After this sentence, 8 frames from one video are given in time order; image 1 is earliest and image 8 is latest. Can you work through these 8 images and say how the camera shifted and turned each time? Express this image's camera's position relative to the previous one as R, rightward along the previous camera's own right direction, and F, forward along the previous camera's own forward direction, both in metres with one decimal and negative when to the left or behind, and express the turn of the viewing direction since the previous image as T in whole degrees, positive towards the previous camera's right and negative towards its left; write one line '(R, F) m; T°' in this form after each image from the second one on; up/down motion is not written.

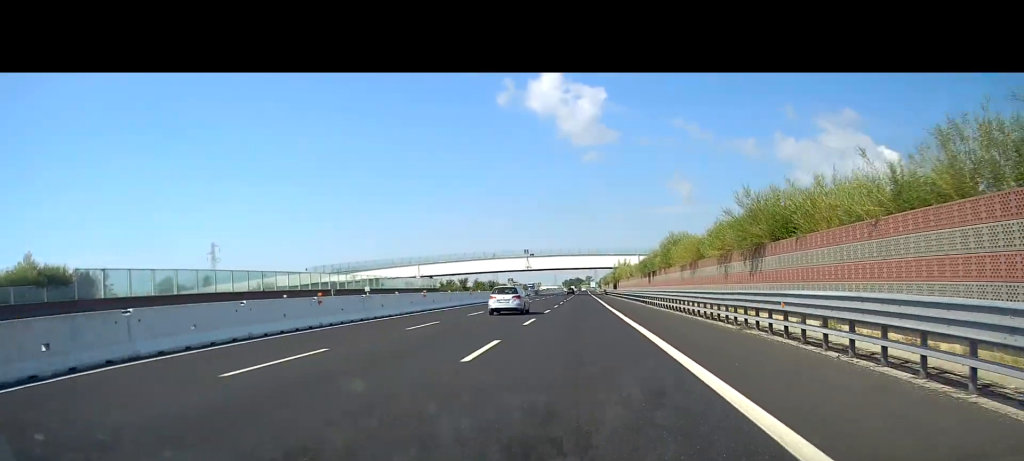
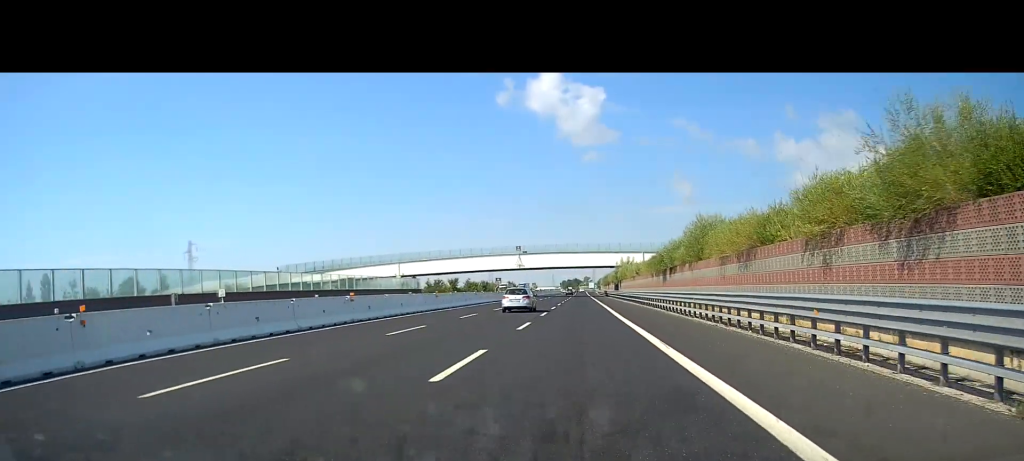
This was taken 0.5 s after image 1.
(+0.1, +14.1) m; 0°
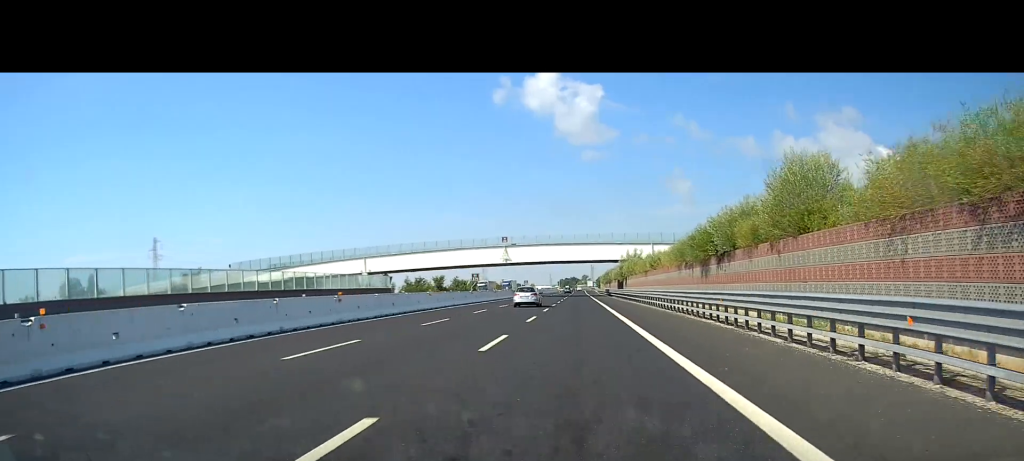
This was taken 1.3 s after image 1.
(0.0, +19.3) m; 0°
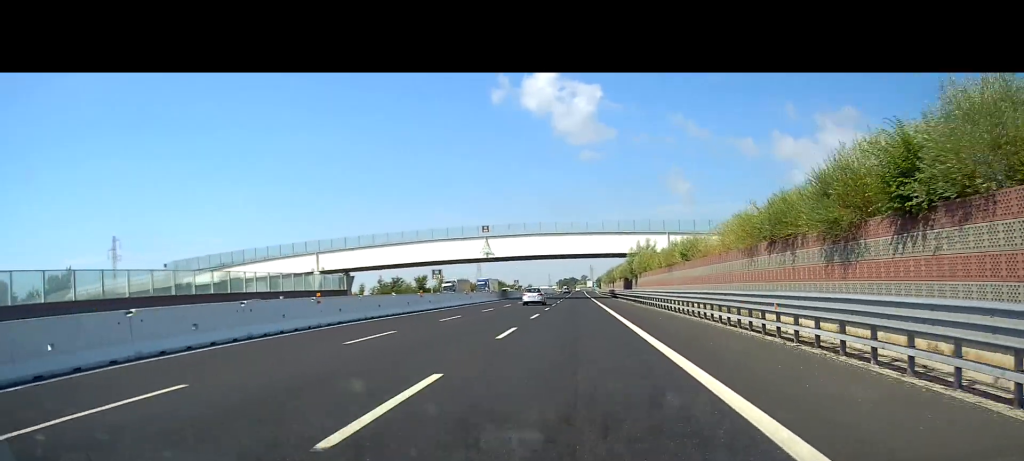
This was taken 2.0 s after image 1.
(+0.1, +20.2) m; 0°
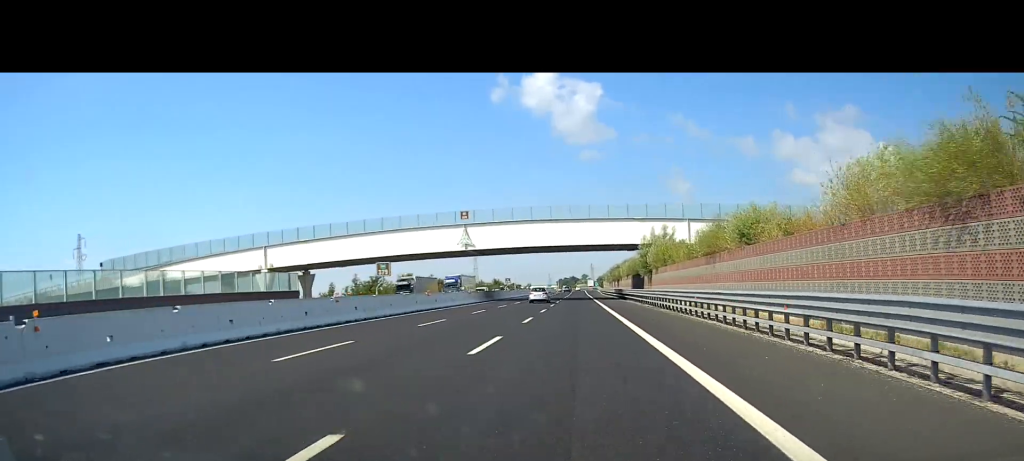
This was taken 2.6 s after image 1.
(0.0, +15.8) m; 0°
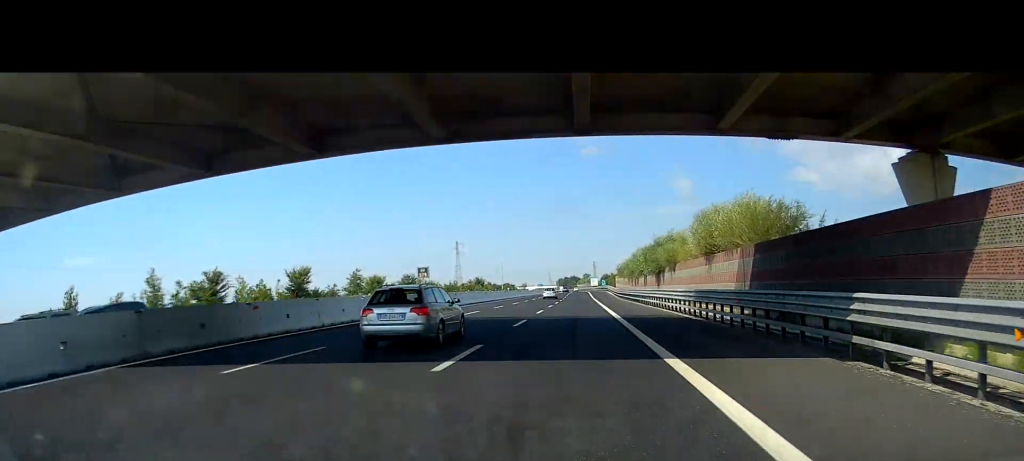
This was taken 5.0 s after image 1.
(-0.4, +62.1) m; 0°
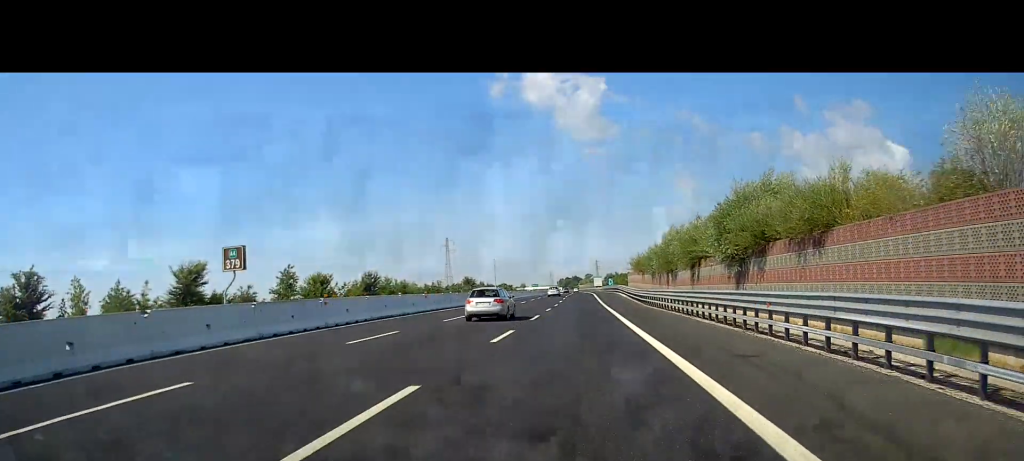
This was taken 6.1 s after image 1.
(+0.2, +30.4) m; 0°
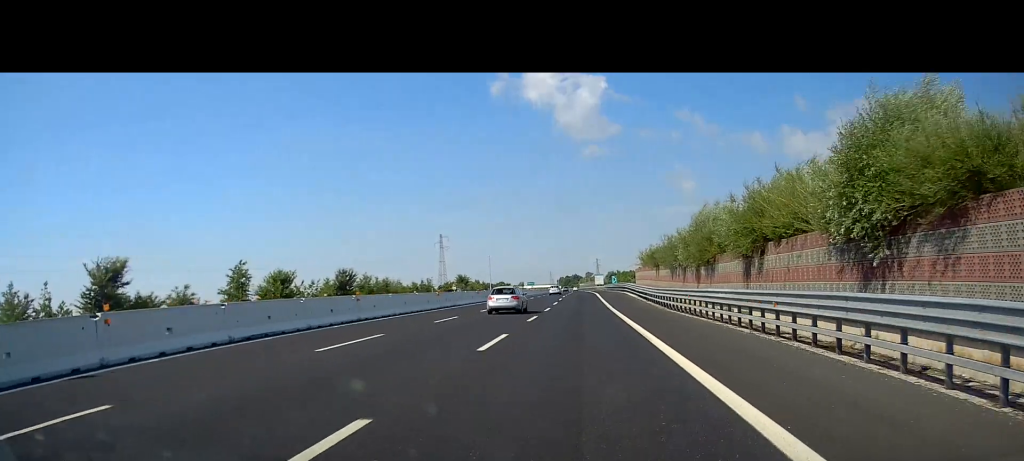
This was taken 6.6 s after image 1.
(0.0, +14.3) m; 0°
